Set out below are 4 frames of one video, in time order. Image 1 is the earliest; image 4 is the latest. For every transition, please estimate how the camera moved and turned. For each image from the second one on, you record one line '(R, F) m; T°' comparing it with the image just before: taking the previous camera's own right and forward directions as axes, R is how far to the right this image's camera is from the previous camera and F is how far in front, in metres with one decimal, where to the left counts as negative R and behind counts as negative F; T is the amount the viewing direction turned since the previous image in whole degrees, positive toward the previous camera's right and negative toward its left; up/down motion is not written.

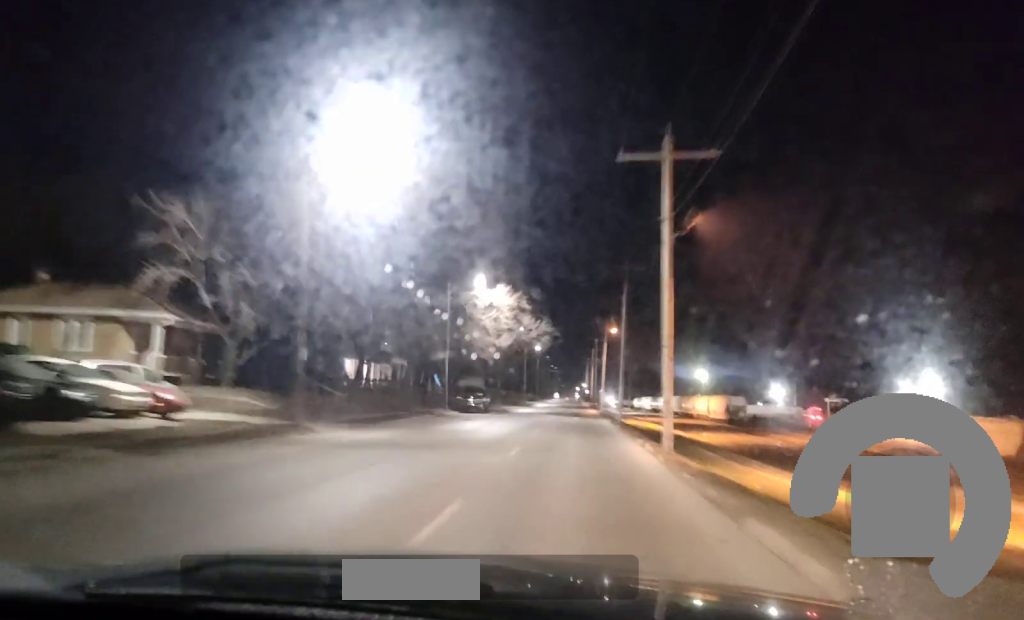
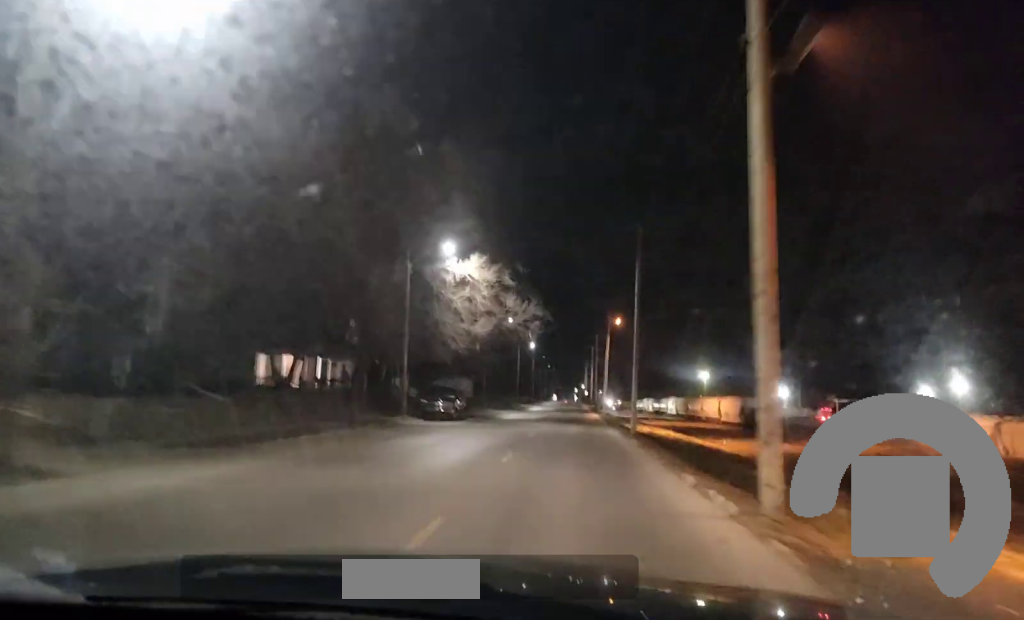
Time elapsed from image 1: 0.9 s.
(0.0, +12.8) m; 0°
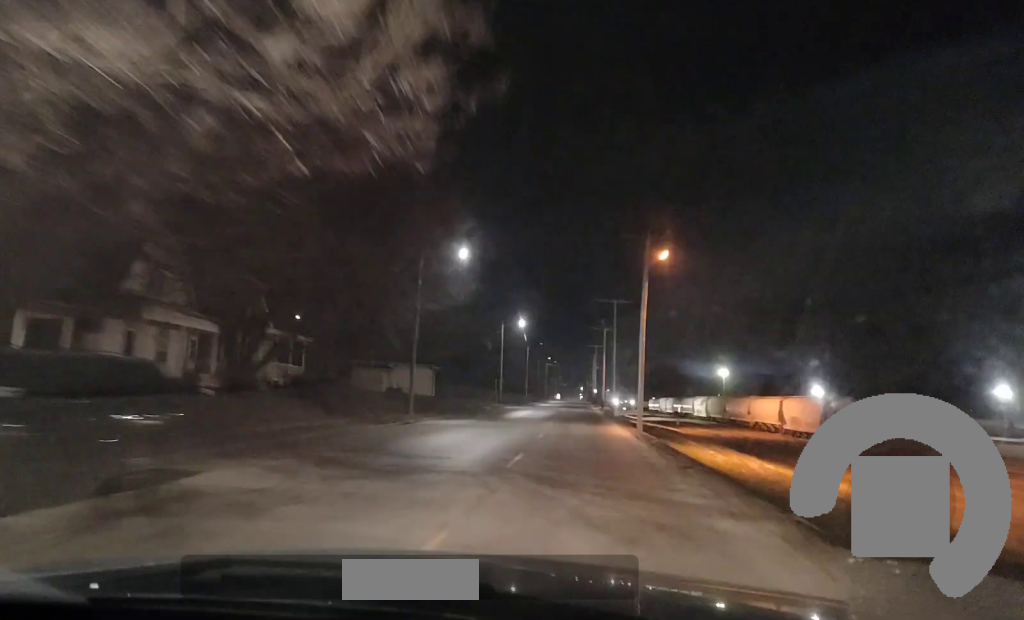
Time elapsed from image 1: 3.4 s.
(-0.3, +37.2) m; 0°
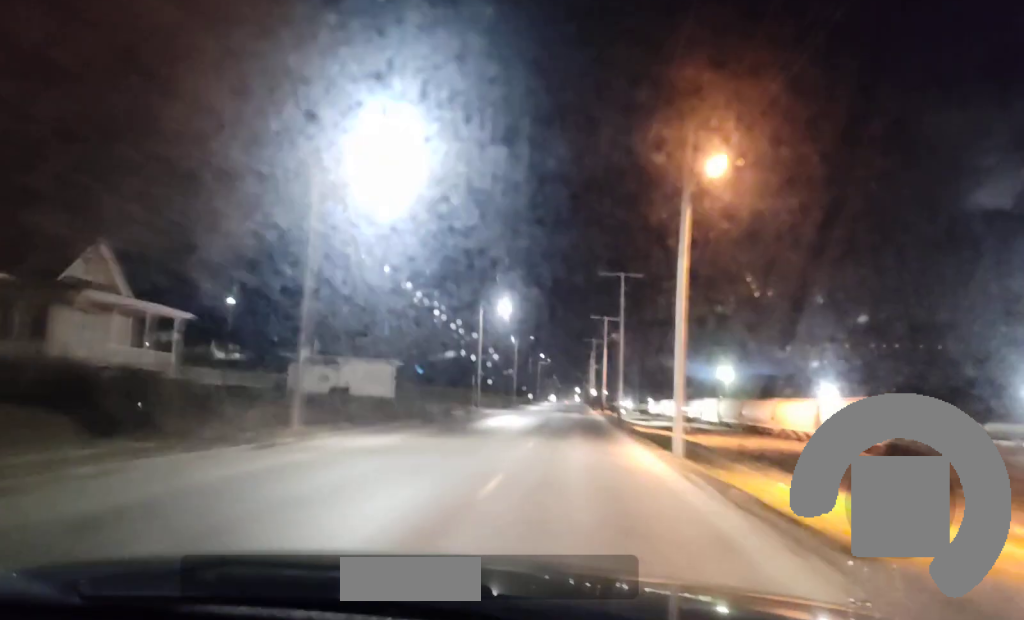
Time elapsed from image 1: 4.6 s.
(+0.1, +18.2) m; 0°
